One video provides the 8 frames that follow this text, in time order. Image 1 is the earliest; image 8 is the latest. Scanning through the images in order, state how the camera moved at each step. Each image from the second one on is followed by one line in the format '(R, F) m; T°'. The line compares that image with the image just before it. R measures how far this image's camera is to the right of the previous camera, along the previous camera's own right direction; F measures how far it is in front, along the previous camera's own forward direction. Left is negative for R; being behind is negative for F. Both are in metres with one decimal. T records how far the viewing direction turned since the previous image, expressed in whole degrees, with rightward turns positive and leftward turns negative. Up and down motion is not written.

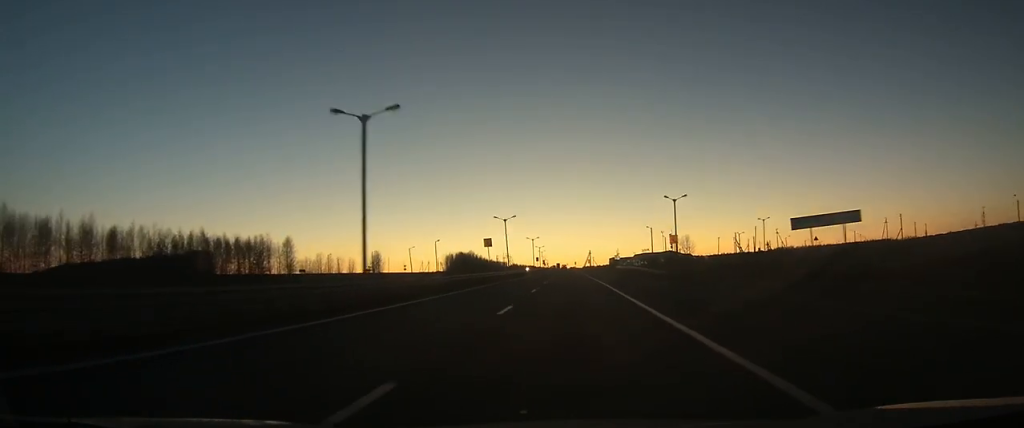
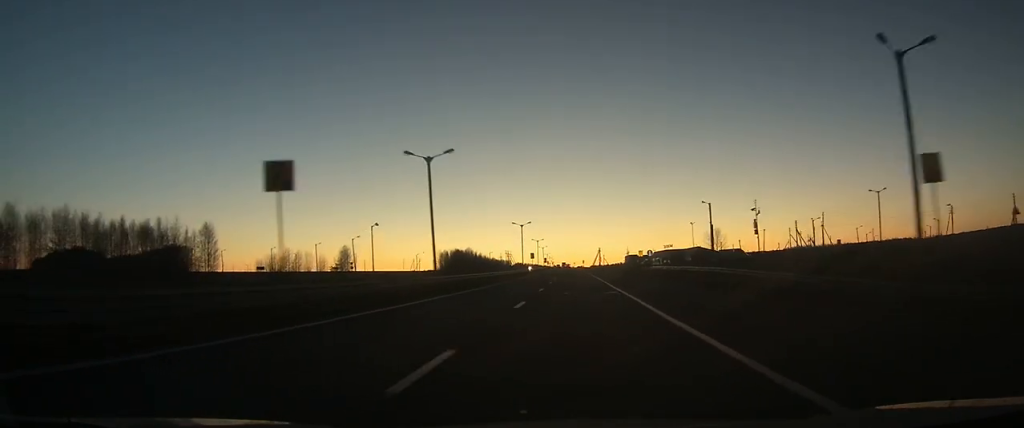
(-0.3, +42.3) m; -1°
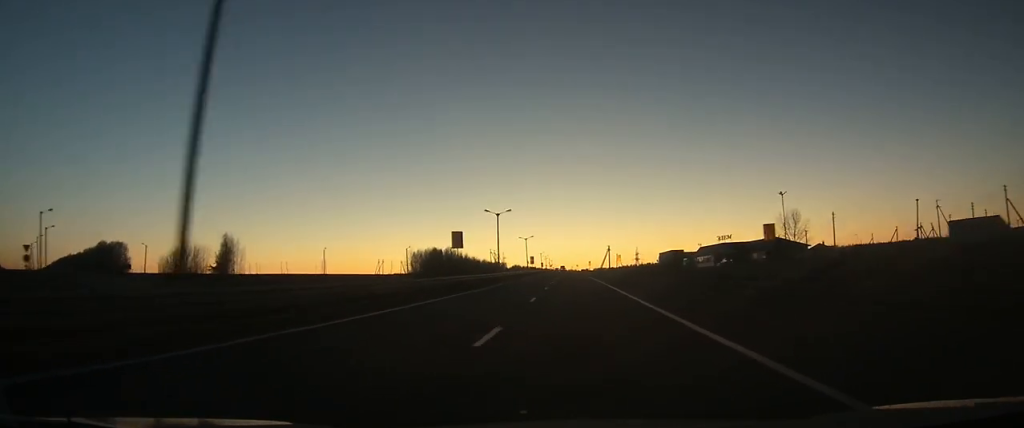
(-0.6, +76.4) m; -1°
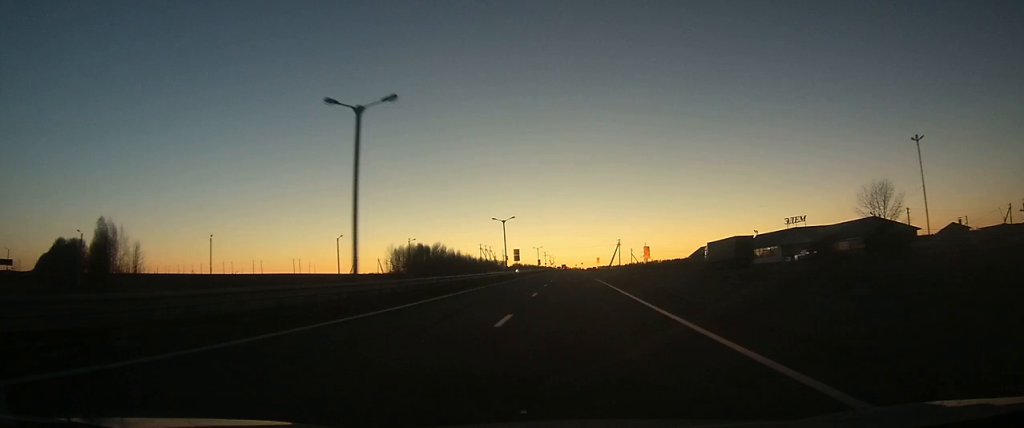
(-0.1, +45.4) m; 0°
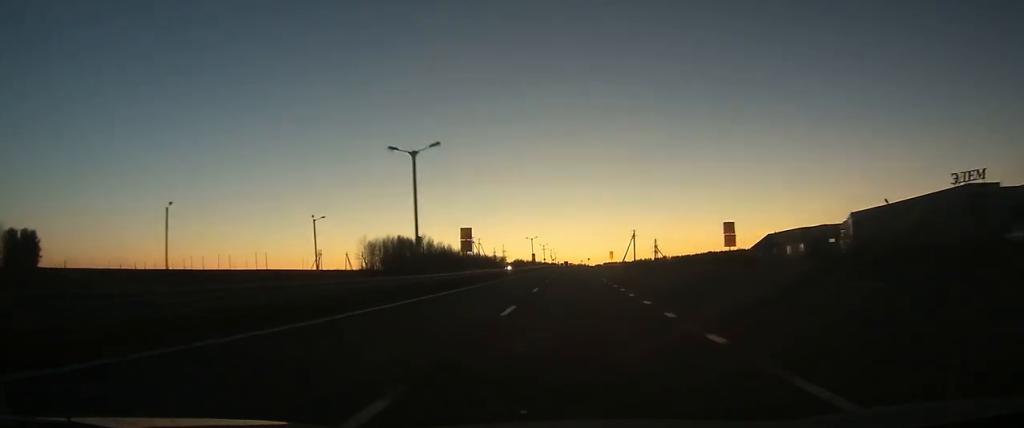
(-0.1, +47.1) m; 0°
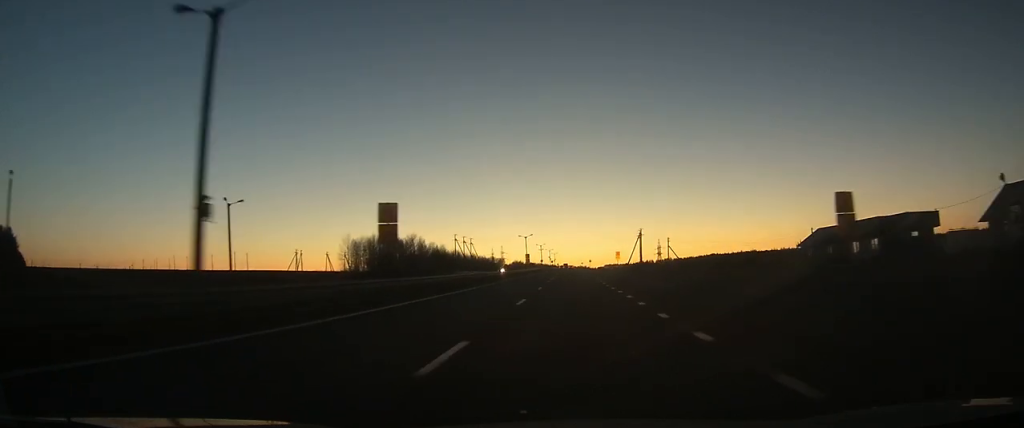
(0.0, +20.0) m; 0°
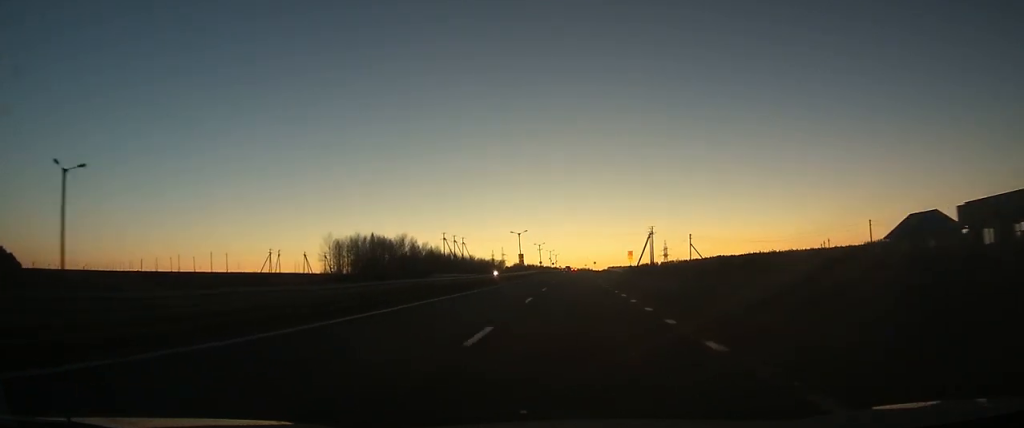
(0.0, +21.3) m; 0°
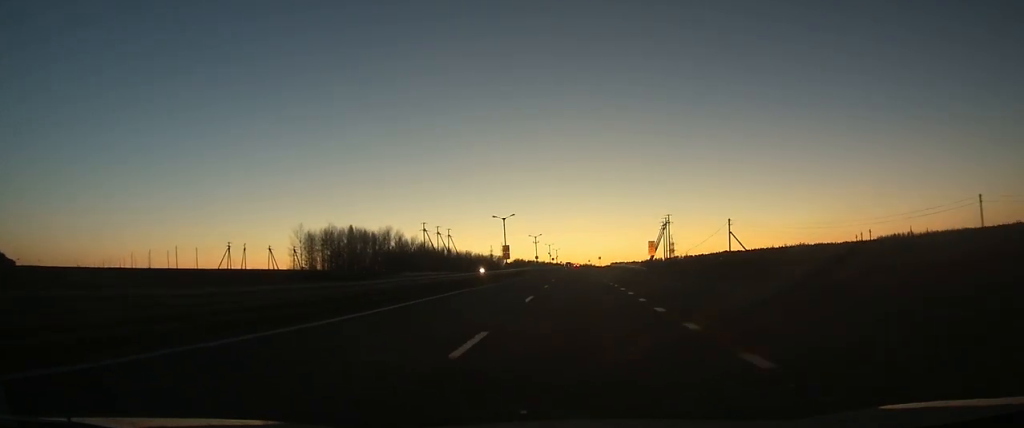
(-0.1, +25.7) m; 0°
